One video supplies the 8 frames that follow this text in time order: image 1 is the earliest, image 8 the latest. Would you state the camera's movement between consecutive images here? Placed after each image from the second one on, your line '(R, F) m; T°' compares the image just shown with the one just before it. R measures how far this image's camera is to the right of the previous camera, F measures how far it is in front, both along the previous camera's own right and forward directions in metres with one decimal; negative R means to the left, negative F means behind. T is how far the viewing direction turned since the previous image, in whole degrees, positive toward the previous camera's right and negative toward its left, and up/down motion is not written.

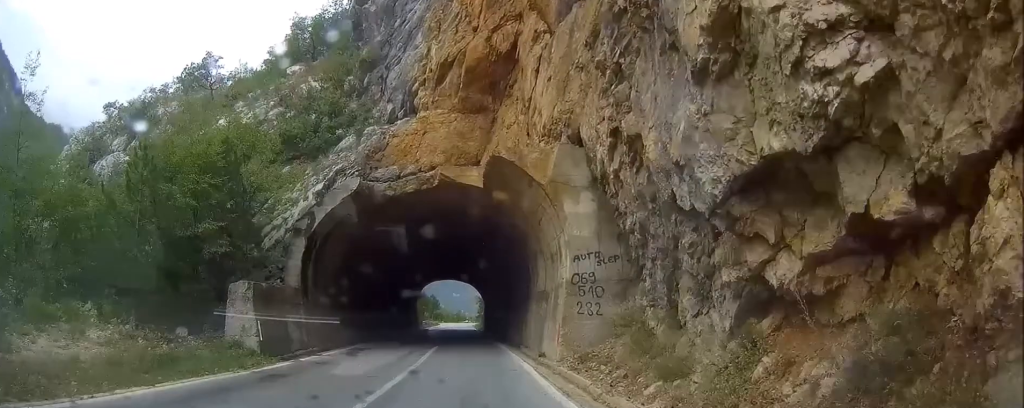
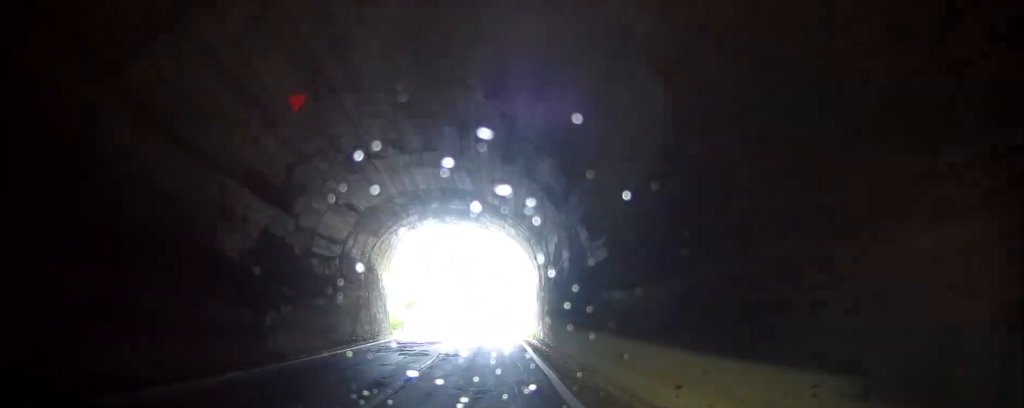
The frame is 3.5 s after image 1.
(-1.2, +41.8) m; -1°
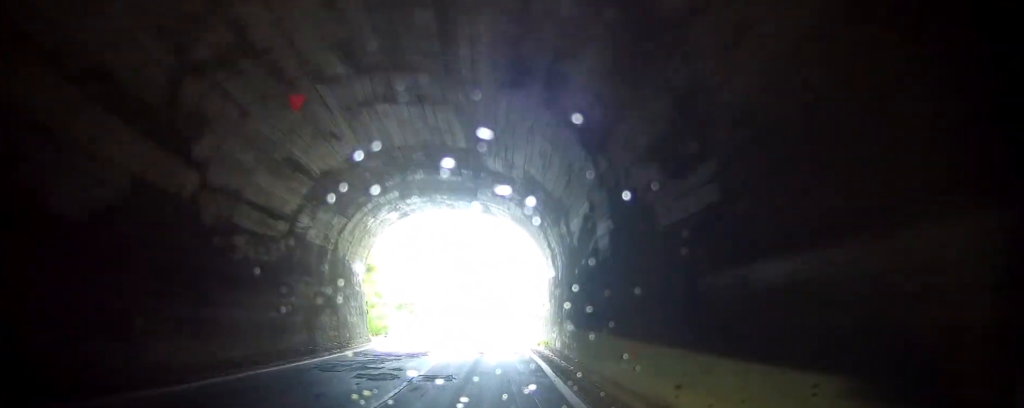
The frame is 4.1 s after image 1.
(0.0, +6.4) m; 0°
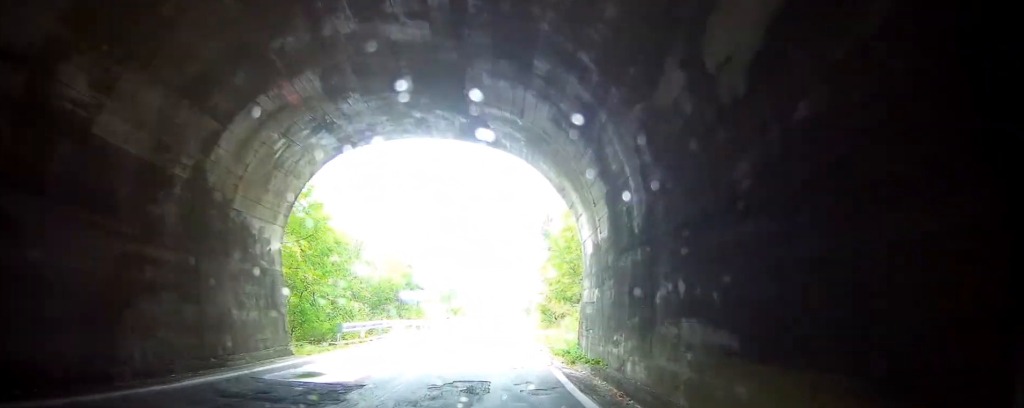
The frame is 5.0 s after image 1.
(-0.1, +11.3) m; -1°
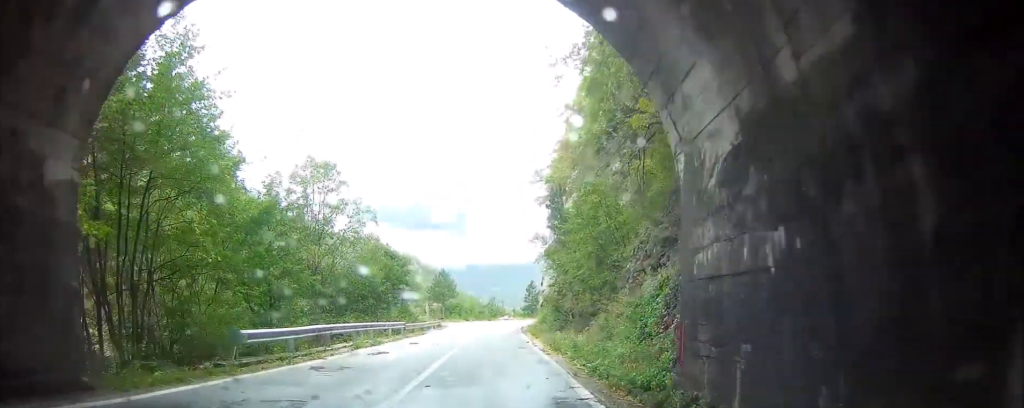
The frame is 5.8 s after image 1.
(-0.1, +9.5) m; -1°
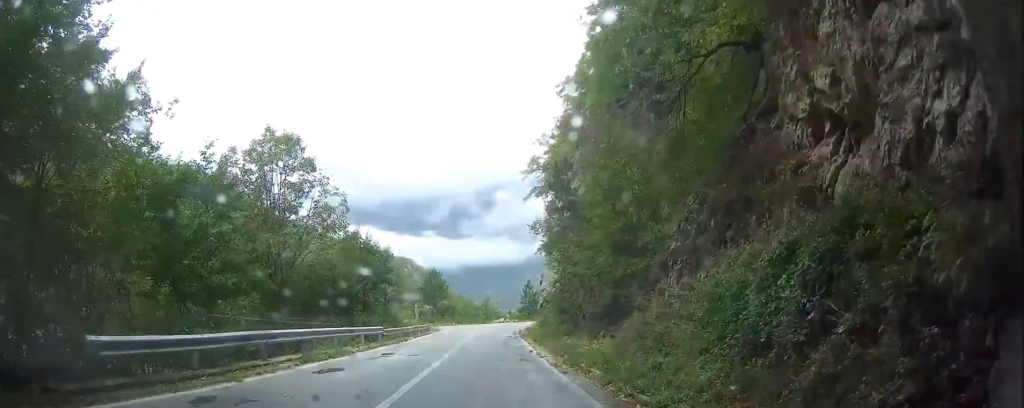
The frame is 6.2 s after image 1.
(0.0, +5.9) m; 0°
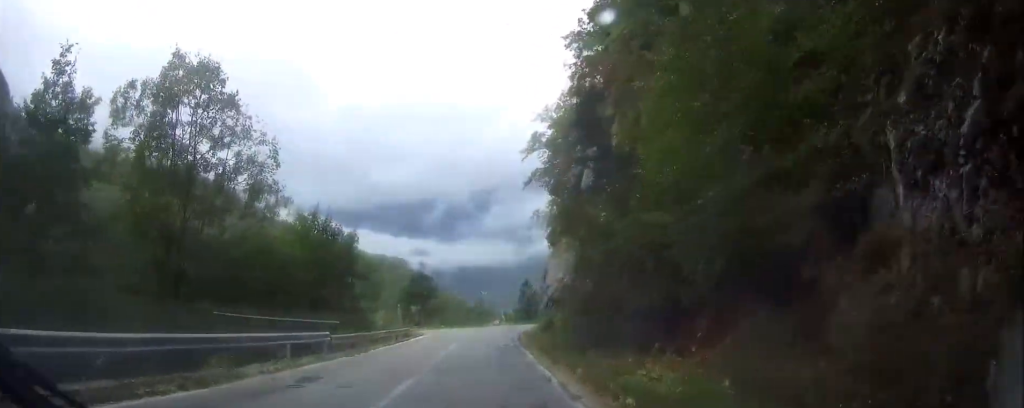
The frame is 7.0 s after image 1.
(0.0, +9.6) m; 0°
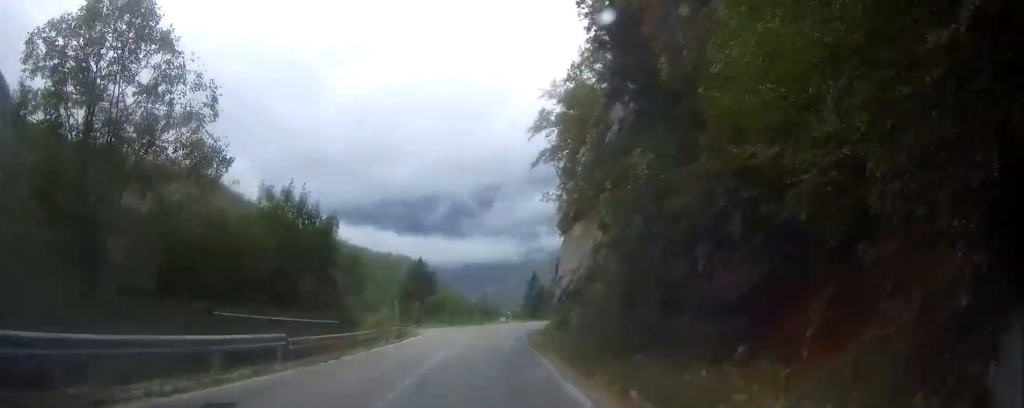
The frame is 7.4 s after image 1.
(0.0, +5.3) m; 0°
